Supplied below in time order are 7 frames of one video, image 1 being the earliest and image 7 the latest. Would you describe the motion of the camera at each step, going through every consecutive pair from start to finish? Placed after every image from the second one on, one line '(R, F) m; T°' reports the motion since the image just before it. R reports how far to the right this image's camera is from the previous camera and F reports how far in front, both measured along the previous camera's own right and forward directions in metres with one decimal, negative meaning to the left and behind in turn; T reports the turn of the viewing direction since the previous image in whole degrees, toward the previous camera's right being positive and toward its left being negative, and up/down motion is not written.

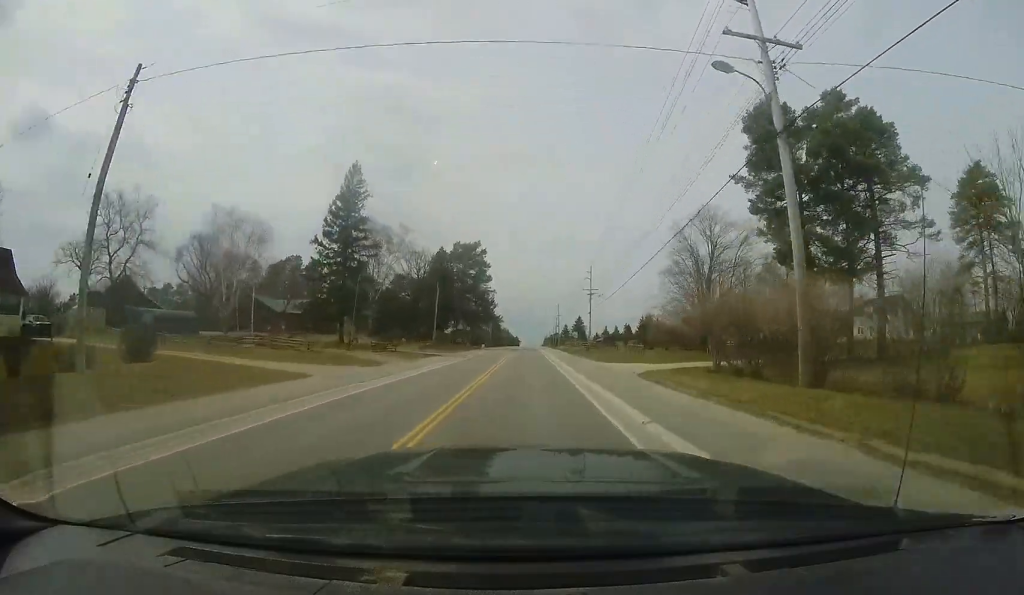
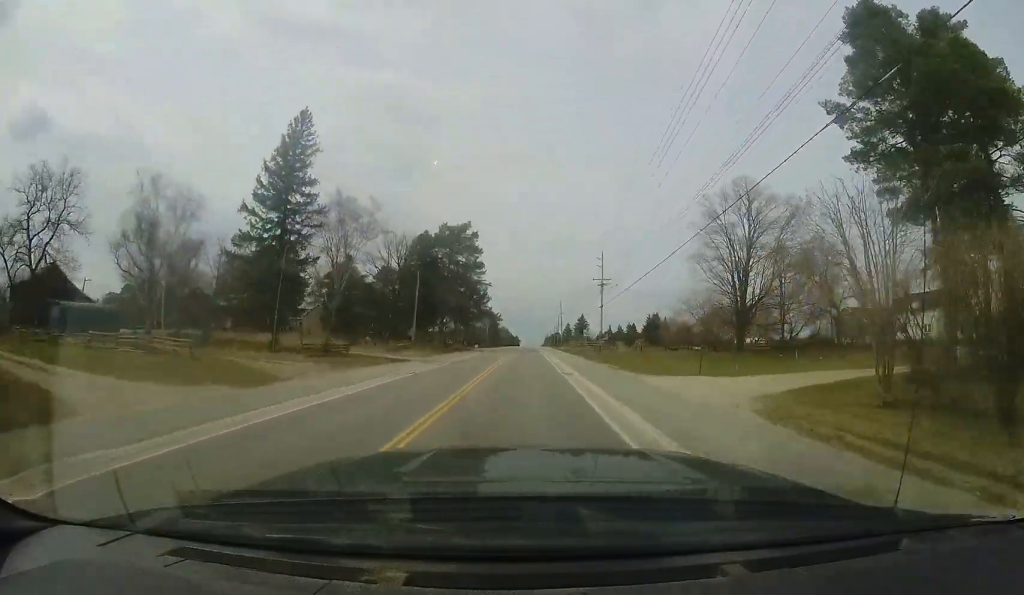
(0.0, +10.0) m; +1°
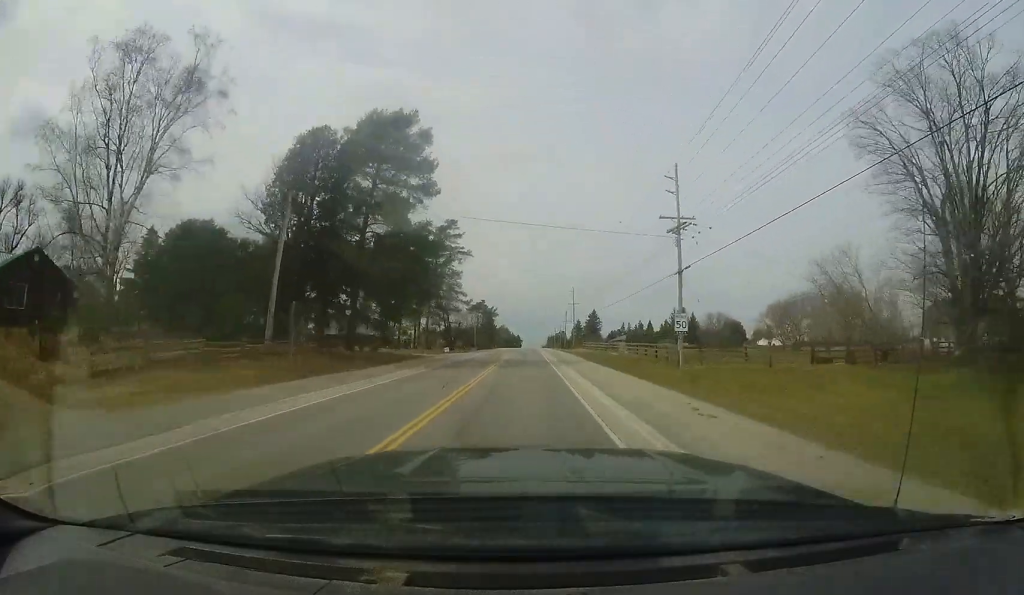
(+0.3, +26.9) m; 0°
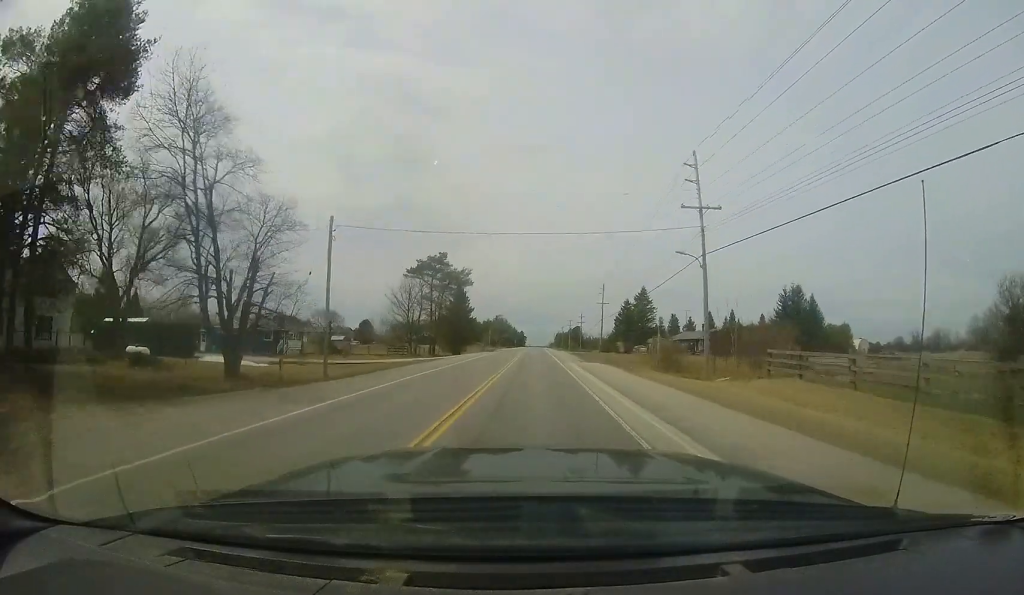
(-1.1, +60.8) m; -1°
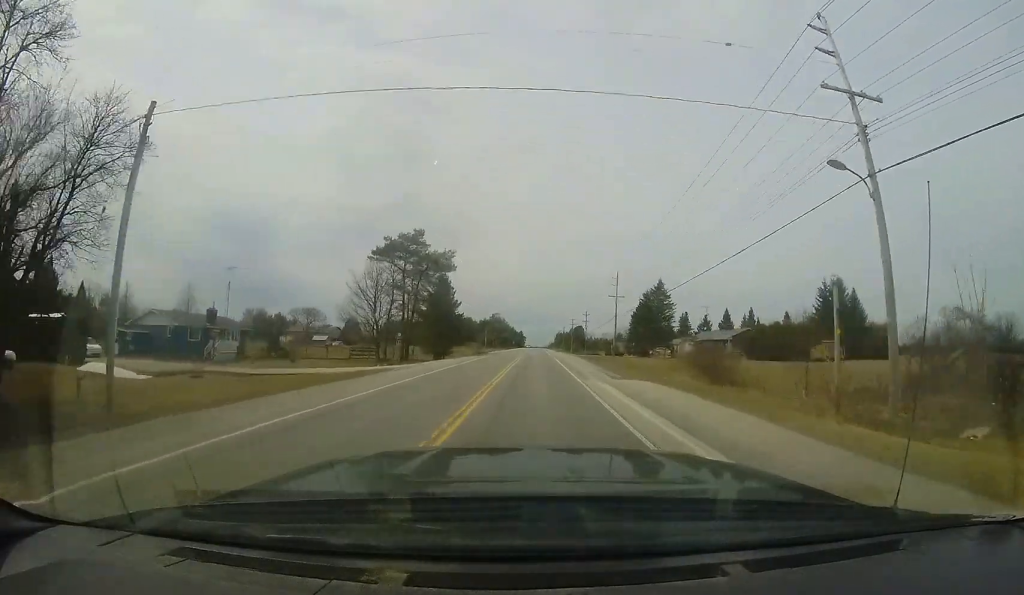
(0.0, +12.6) m; 0°
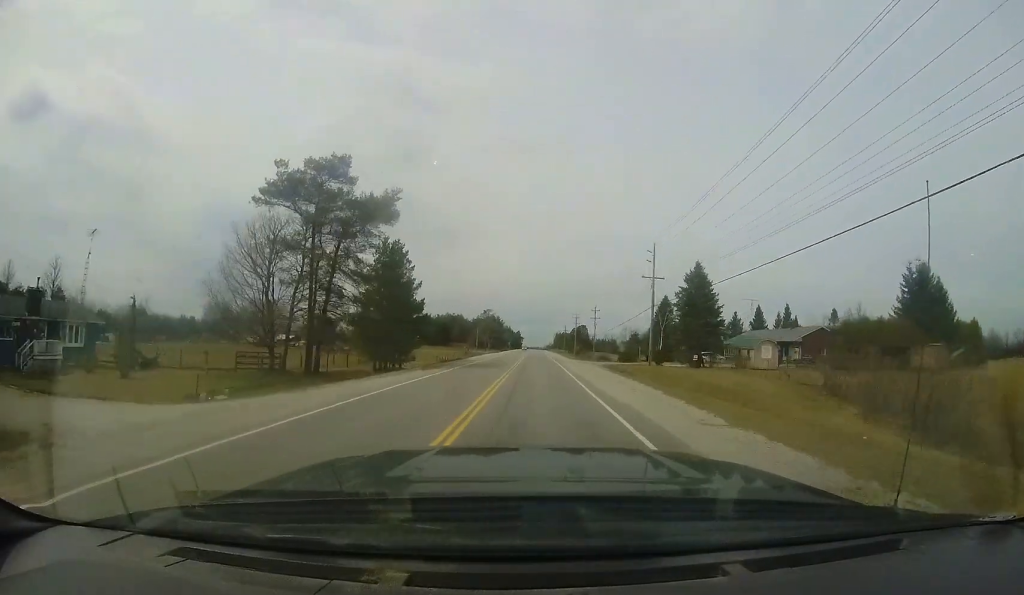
(-0.2, +19.8) m; +1°
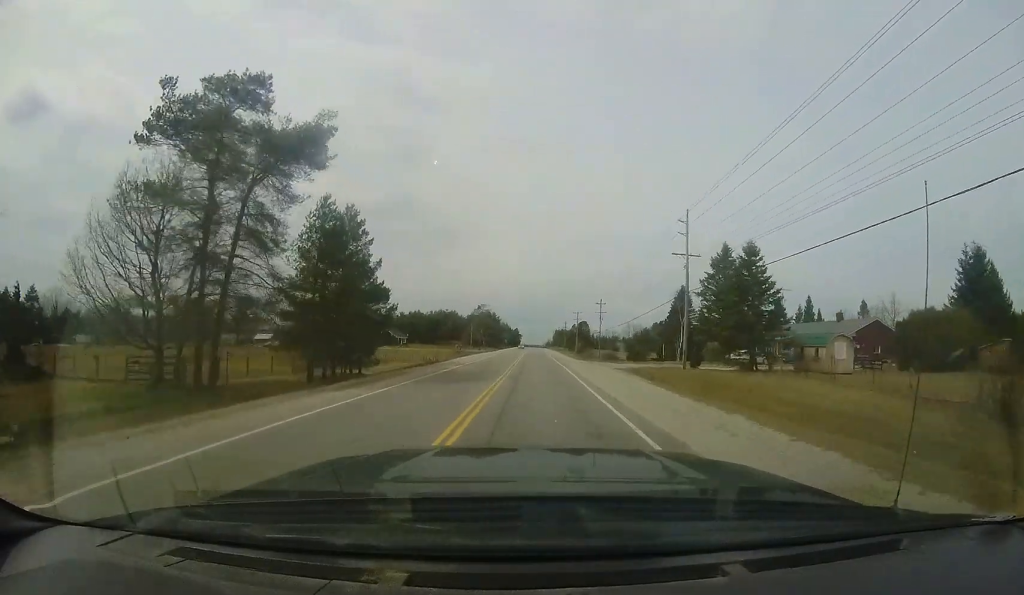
(+0.3, +9.9) m; 0°
